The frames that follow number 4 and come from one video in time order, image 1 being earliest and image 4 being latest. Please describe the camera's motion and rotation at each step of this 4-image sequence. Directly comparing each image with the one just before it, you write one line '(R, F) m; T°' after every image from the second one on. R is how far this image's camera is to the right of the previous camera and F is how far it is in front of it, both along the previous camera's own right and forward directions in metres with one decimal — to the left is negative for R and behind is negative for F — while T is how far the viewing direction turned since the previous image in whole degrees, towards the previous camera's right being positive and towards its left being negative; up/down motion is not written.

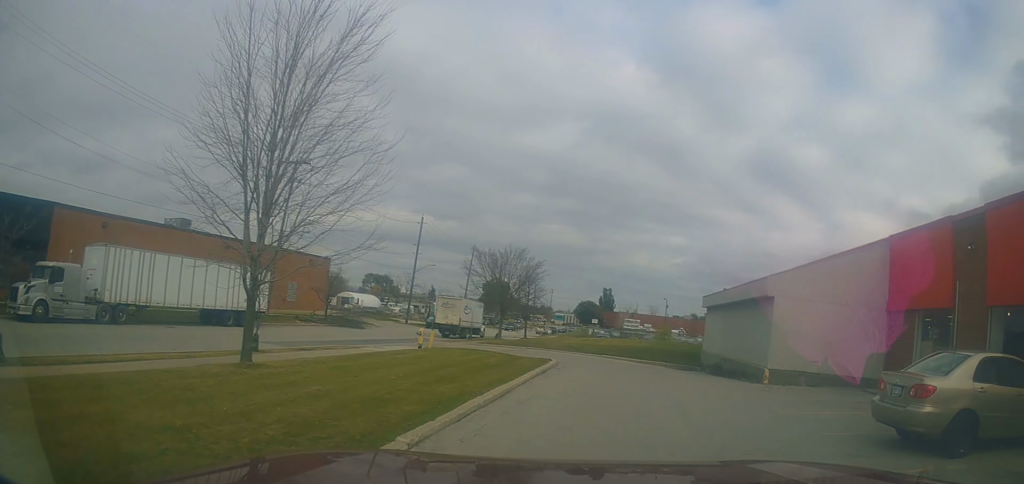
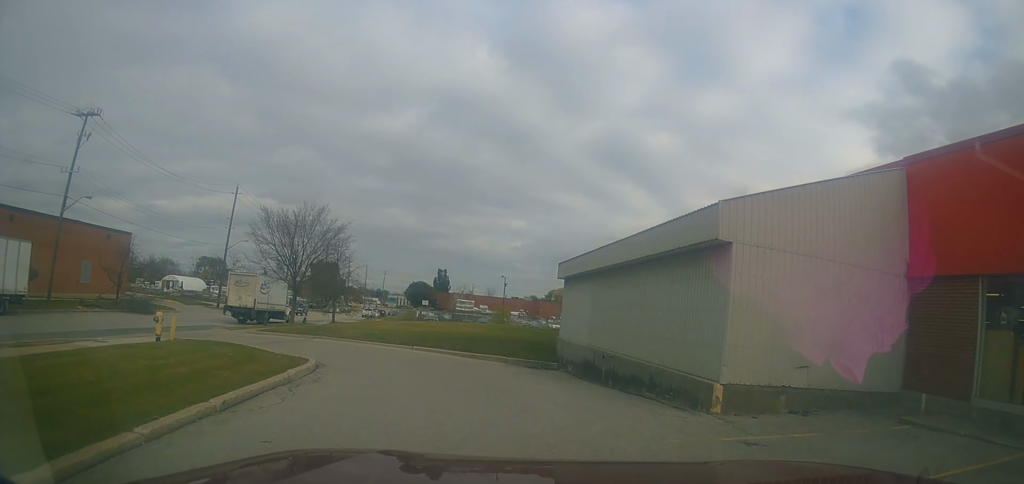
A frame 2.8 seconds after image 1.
(+3.2, +9.0) m; +15°
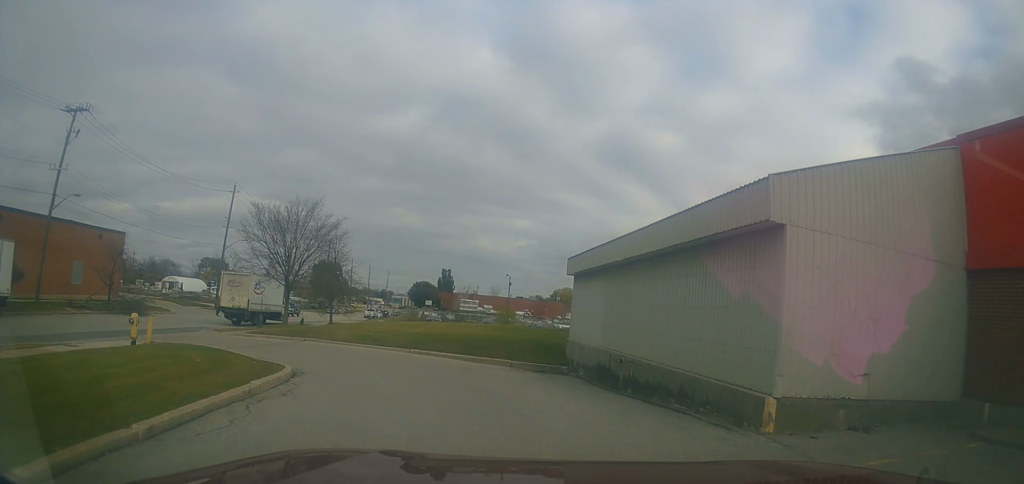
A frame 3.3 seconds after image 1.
(-0.1, +1.9) m; -1°
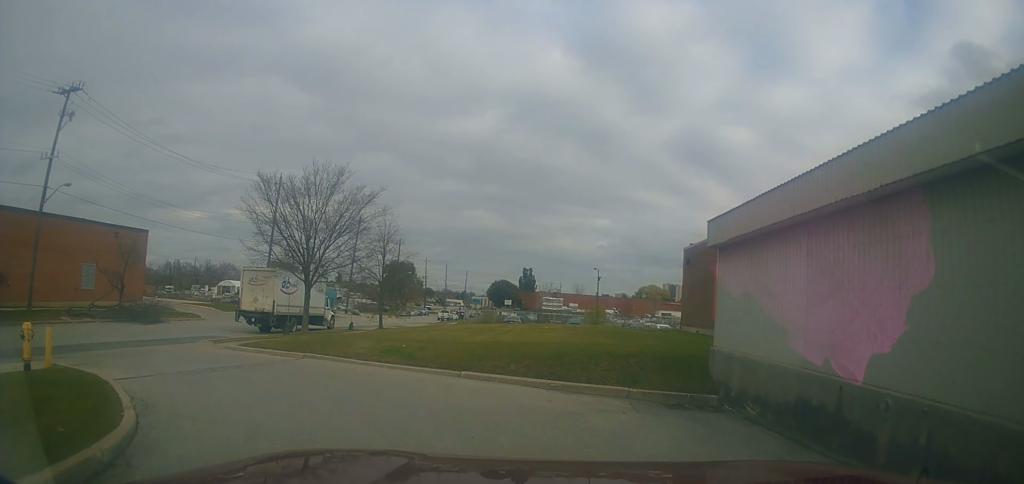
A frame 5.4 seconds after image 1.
(+0.8, +8.8) m; +2°
